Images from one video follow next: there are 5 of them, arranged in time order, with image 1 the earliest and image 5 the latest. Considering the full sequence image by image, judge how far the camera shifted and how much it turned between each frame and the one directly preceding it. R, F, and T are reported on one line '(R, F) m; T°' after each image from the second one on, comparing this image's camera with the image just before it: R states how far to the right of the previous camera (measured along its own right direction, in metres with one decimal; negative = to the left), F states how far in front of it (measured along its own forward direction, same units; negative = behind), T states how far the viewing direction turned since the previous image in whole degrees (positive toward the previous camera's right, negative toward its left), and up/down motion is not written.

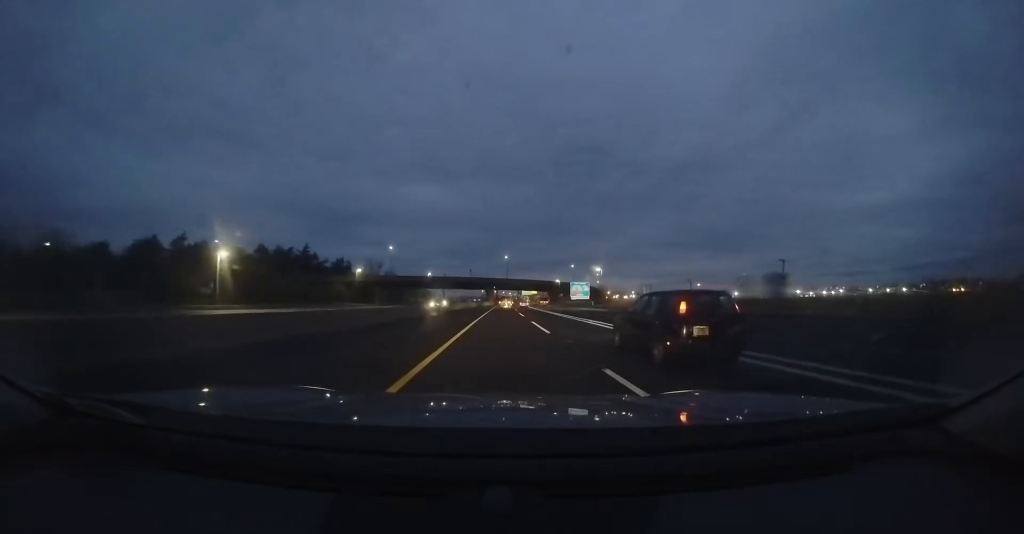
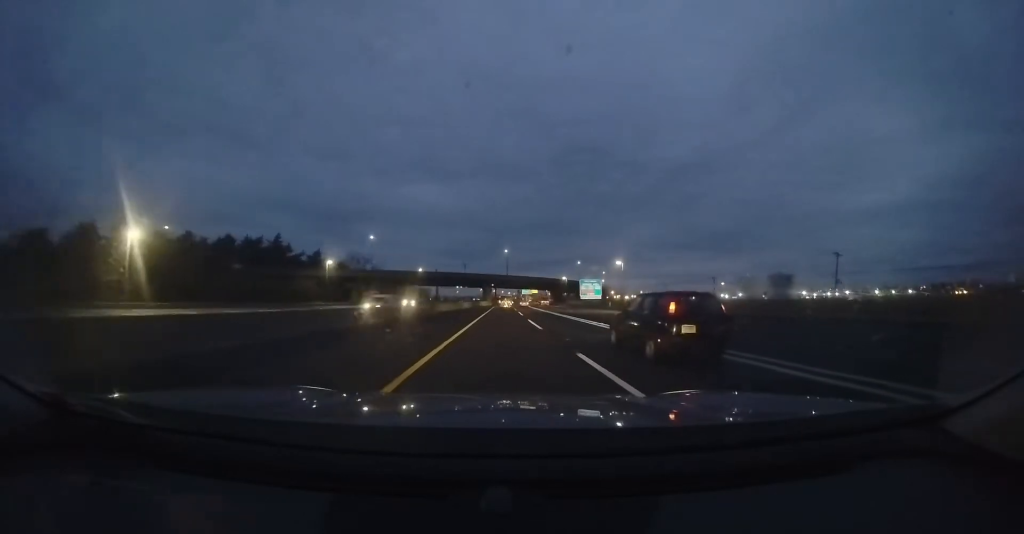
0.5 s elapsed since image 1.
(0.0, +13.4) m; +1°
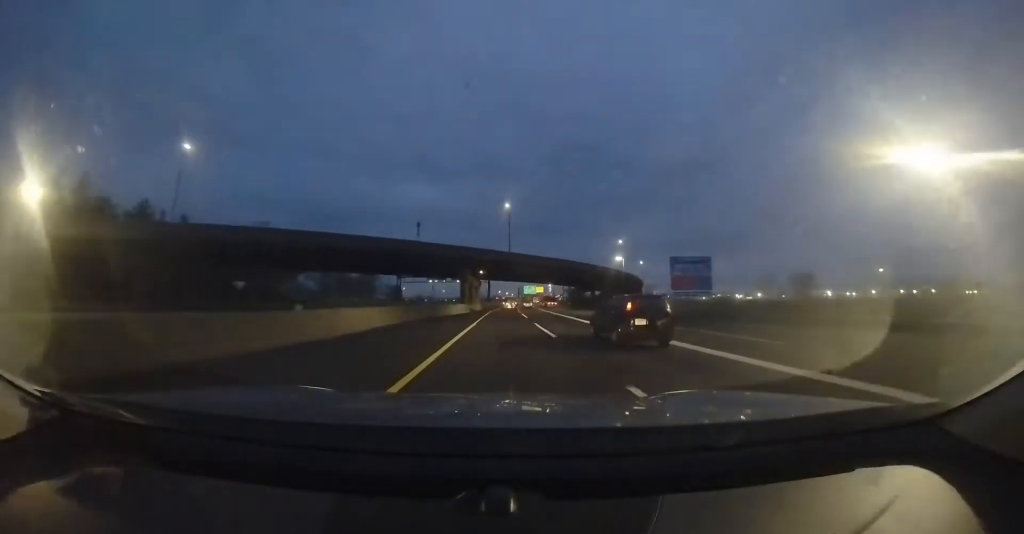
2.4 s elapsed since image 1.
(+0.6, +49.6) m; 0°
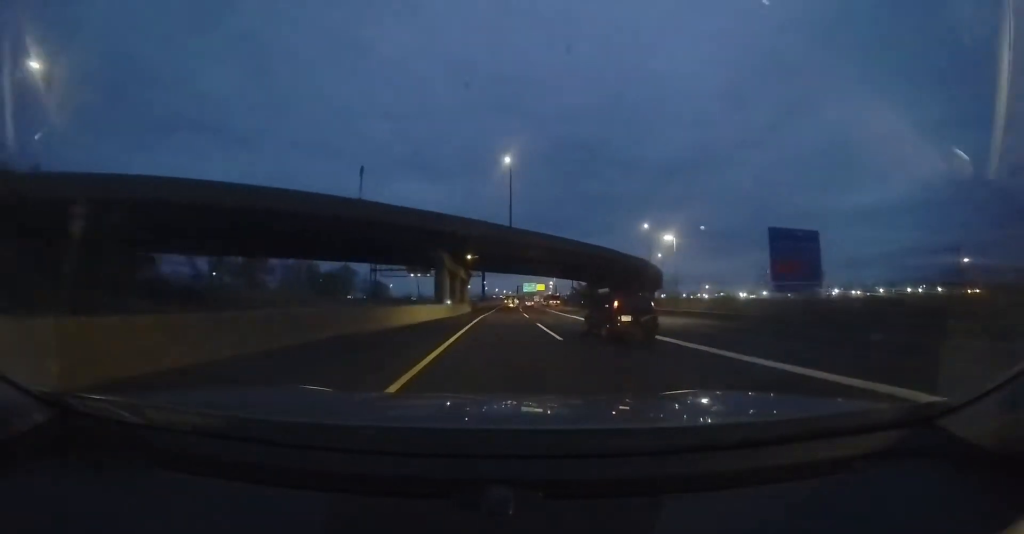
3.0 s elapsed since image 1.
(-0.5, +16.8) m; 0°
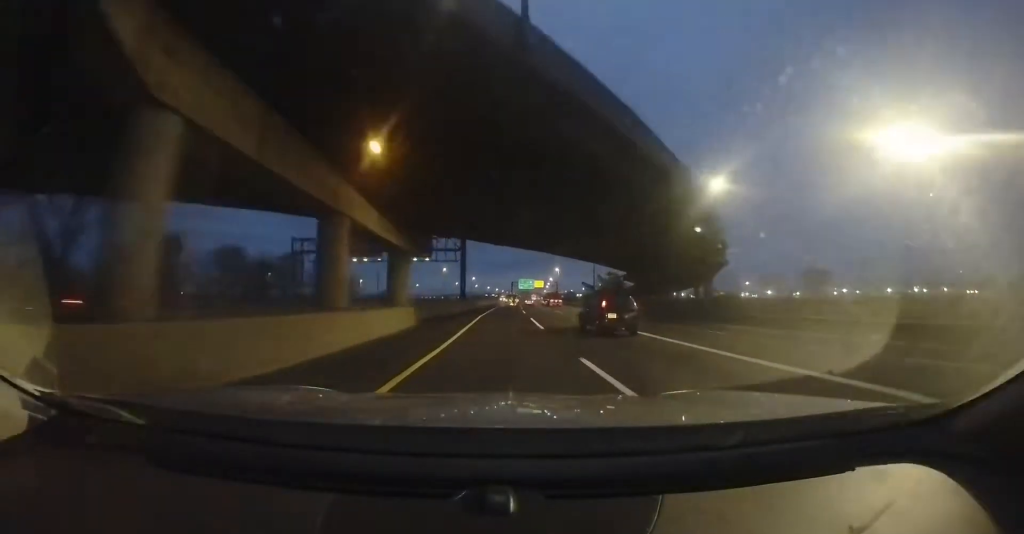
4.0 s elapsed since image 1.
(+0.7, +26.4) m; +2°
